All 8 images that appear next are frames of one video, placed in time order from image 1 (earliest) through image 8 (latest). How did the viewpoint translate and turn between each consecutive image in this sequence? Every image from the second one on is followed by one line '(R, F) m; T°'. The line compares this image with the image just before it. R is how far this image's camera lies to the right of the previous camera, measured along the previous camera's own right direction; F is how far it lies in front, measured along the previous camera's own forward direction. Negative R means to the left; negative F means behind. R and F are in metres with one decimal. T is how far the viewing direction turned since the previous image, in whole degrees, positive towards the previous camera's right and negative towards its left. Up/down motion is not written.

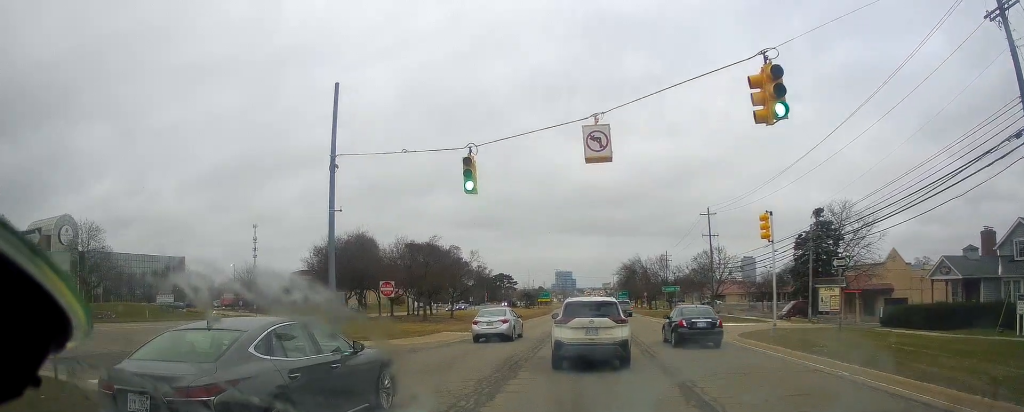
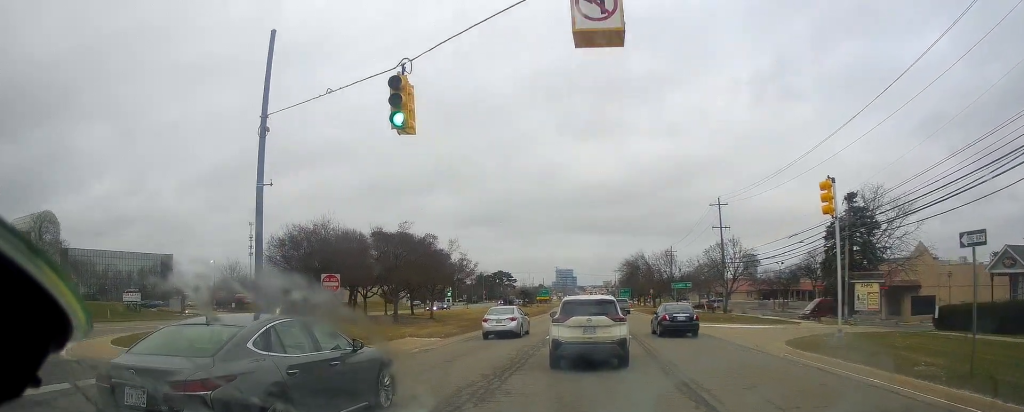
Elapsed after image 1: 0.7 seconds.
(-0.1, +5.9) m; -1°
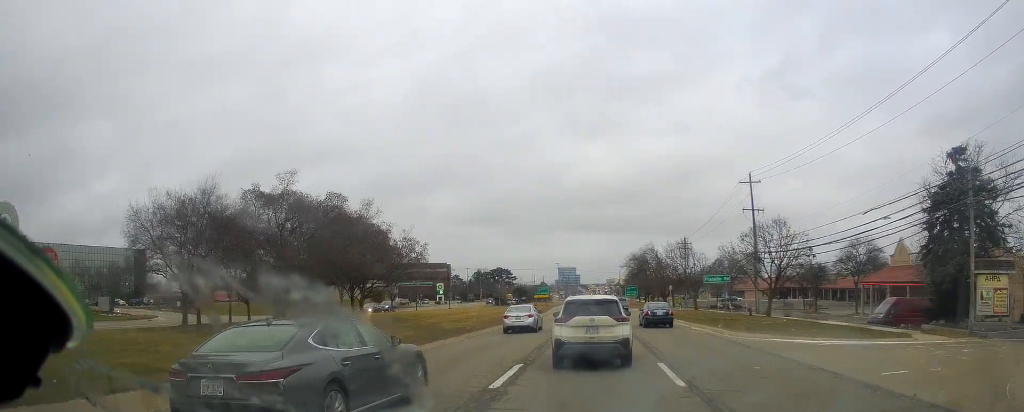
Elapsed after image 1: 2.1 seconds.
(+0.4, +14.0) m; +2°
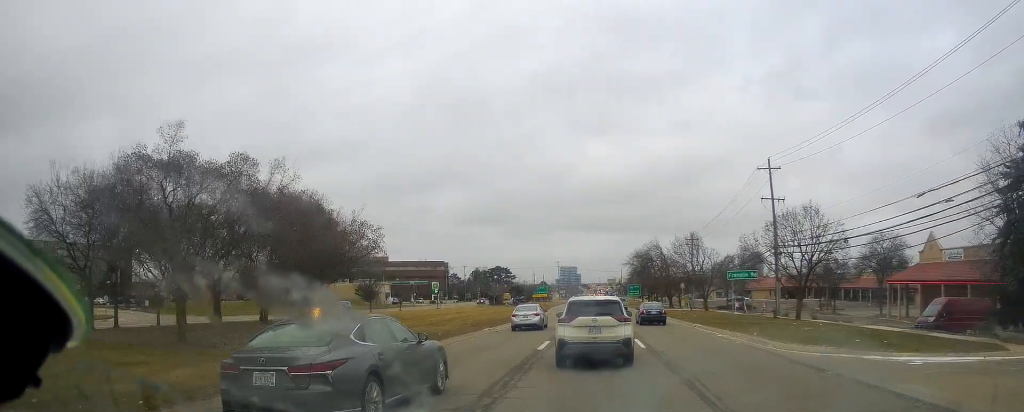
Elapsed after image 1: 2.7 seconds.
(+0.2, +6.7) m; -1°
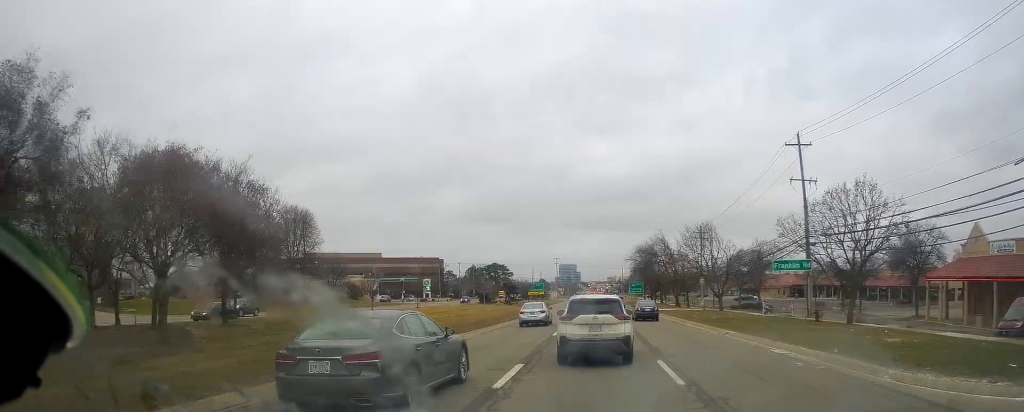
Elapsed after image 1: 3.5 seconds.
(-0.5, +8.4) m; +1°
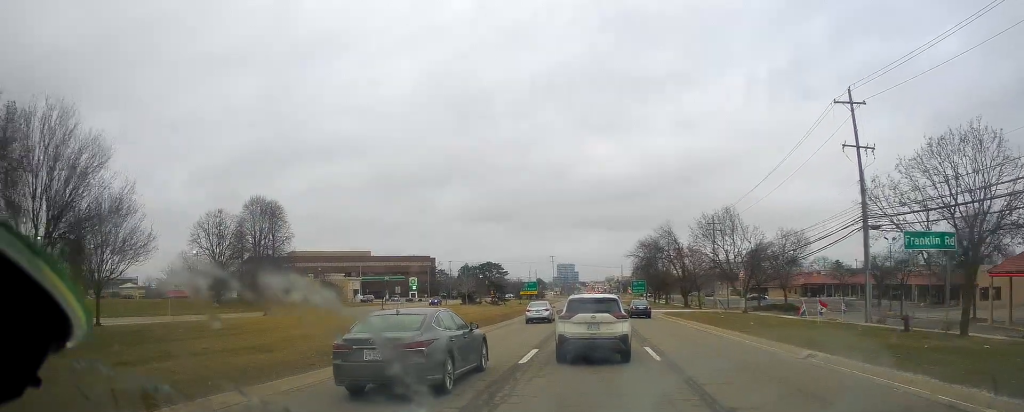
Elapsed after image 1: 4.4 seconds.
(+0.6, +10.8) m; +1°
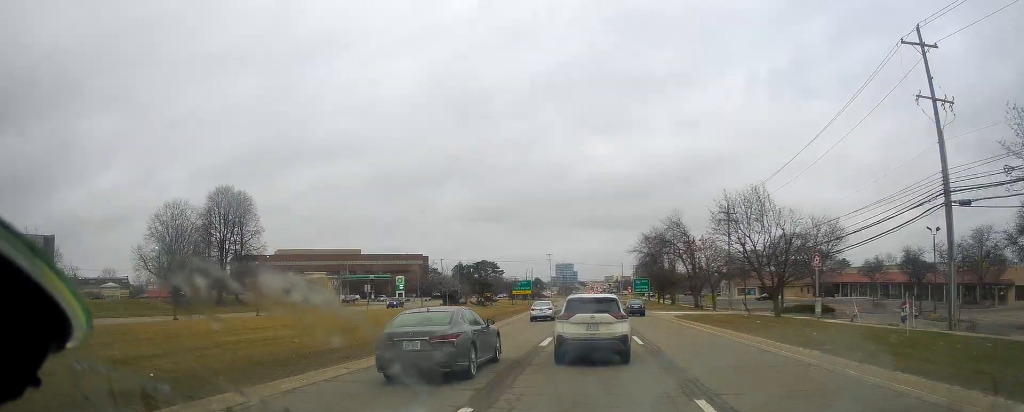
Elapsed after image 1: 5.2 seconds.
(-0.2, +9.7) m; -1°
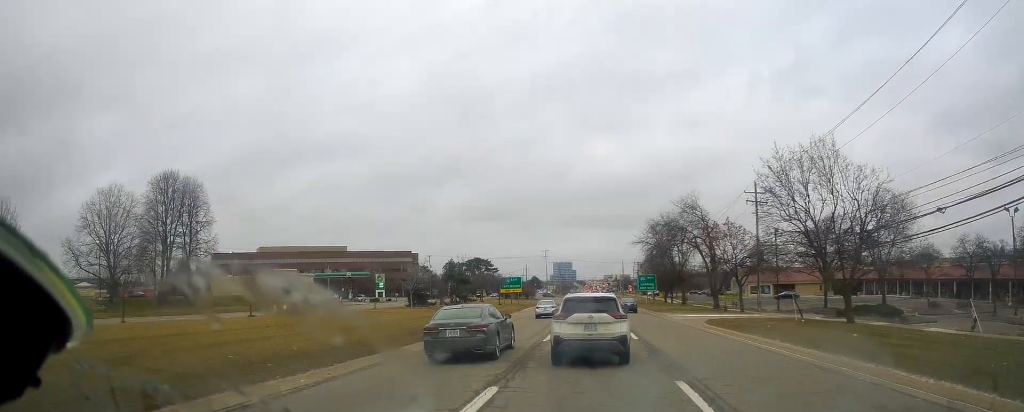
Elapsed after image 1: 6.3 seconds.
(-0.1, +13.3) m; +1°
